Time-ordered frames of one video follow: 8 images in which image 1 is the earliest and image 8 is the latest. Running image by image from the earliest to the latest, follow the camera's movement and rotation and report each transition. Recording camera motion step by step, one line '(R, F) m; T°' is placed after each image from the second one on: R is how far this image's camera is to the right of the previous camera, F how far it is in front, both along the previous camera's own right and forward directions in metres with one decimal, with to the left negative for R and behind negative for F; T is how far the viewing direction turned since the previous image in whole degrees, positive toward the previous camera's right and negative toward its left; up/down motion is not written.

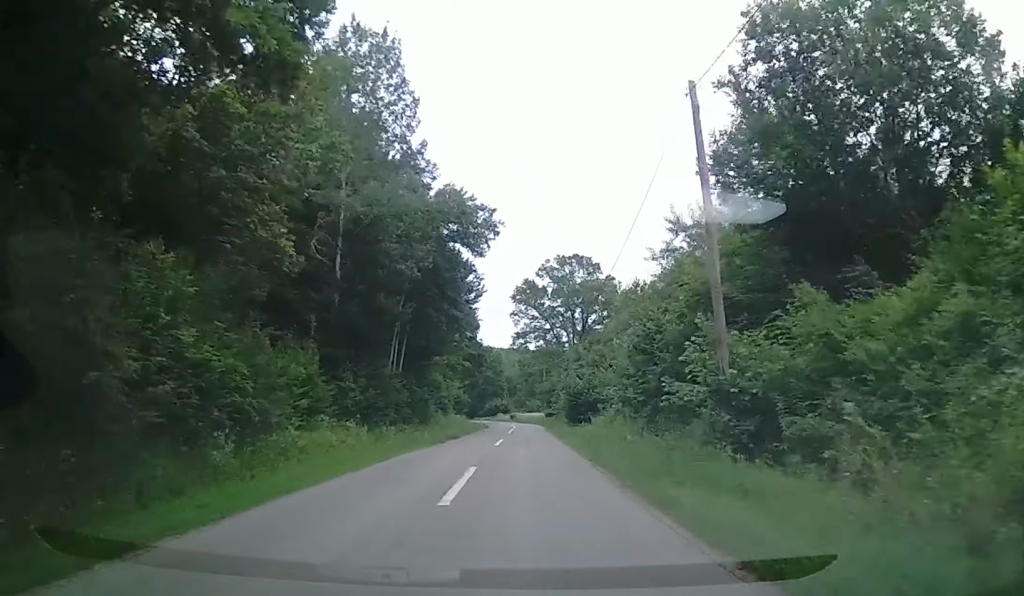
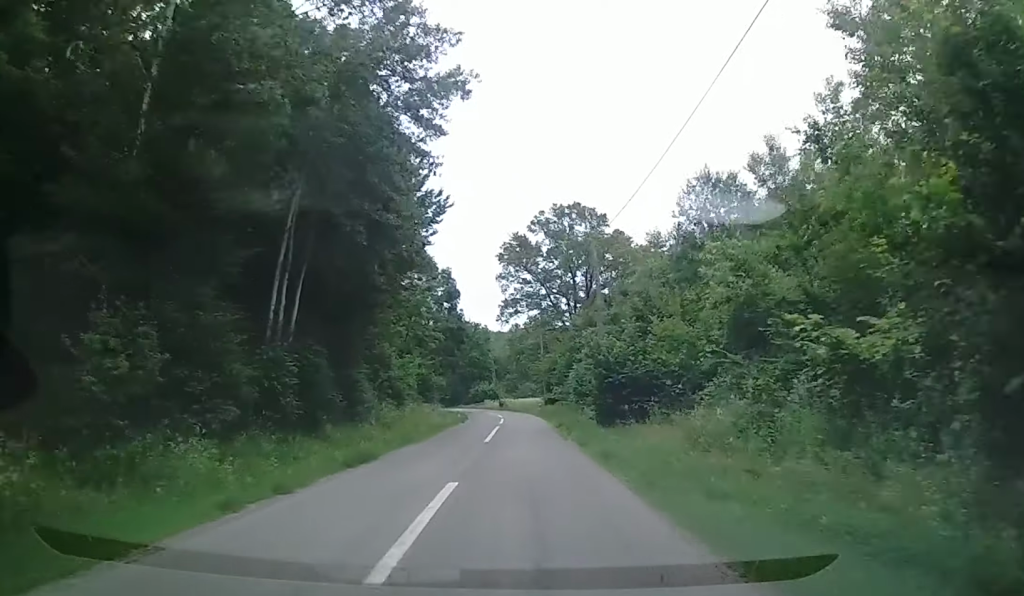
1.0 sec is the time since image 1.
(-0.3, +19.1) m; -1°
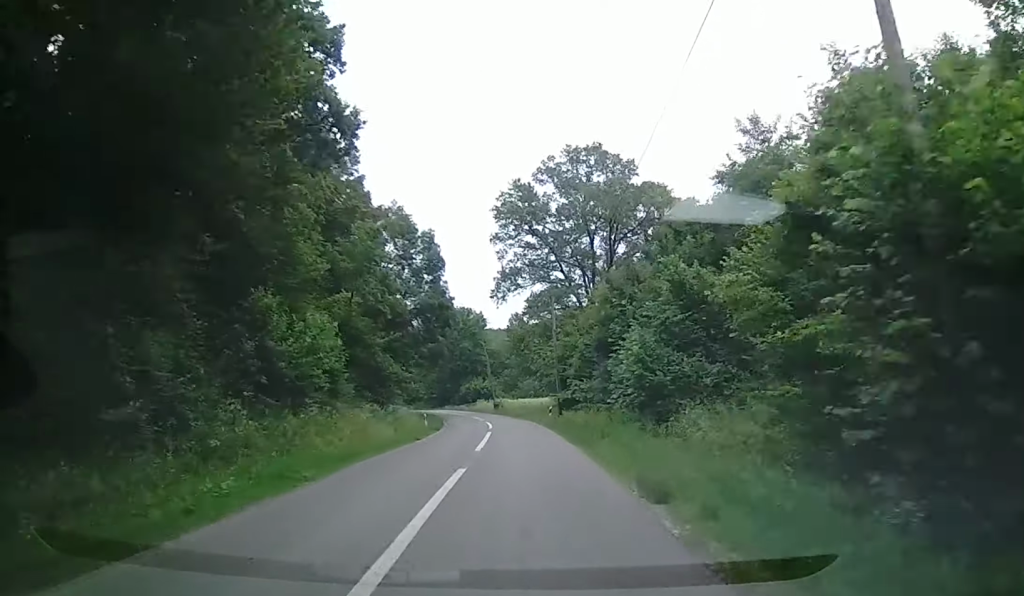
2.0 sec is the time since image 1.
(-0.2, +19.2) m; 0°
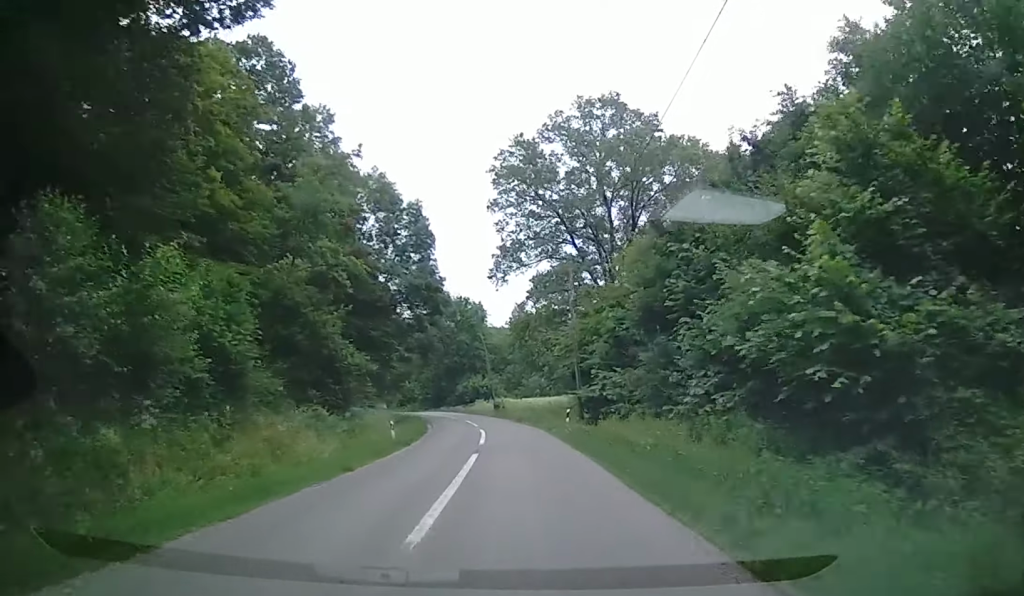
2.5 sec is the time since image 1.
(+0.1, +10.6) m; 0°
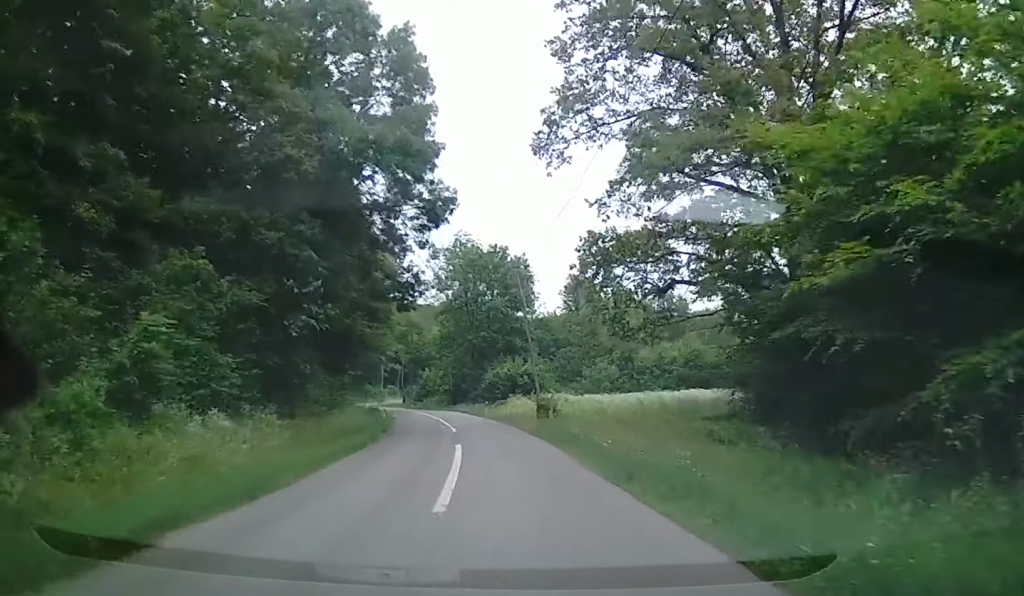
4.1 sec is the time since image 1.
(-0.9, +29.2) m; -6°
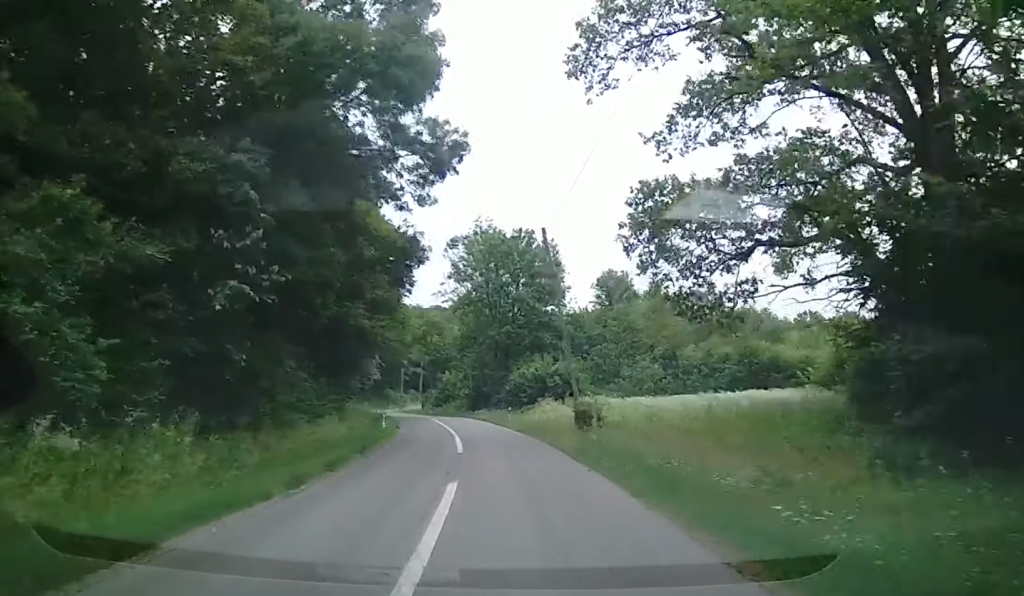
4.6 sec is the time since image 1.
(-0.2, +7.9) m; -2°
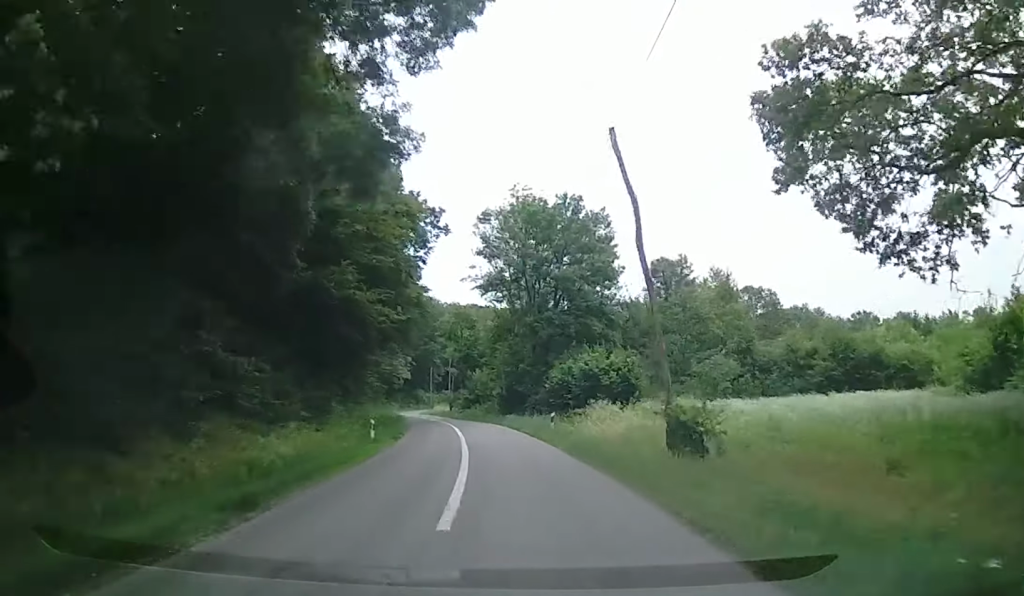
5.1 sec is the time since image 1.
(-0.1, +10.3) m; -2°
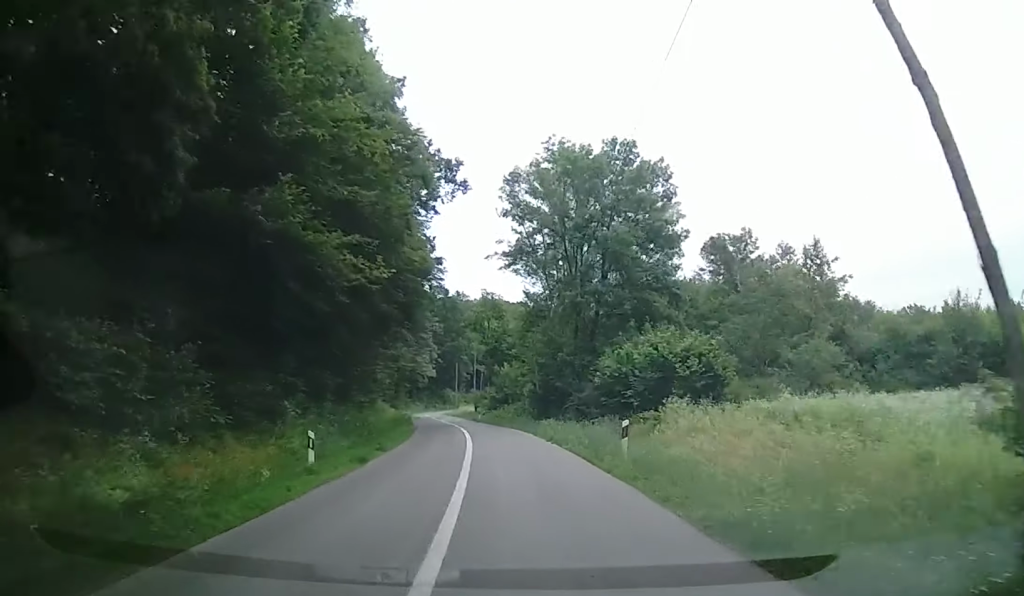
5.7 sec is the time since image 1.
(-0.3, +10.3) m; -3°
